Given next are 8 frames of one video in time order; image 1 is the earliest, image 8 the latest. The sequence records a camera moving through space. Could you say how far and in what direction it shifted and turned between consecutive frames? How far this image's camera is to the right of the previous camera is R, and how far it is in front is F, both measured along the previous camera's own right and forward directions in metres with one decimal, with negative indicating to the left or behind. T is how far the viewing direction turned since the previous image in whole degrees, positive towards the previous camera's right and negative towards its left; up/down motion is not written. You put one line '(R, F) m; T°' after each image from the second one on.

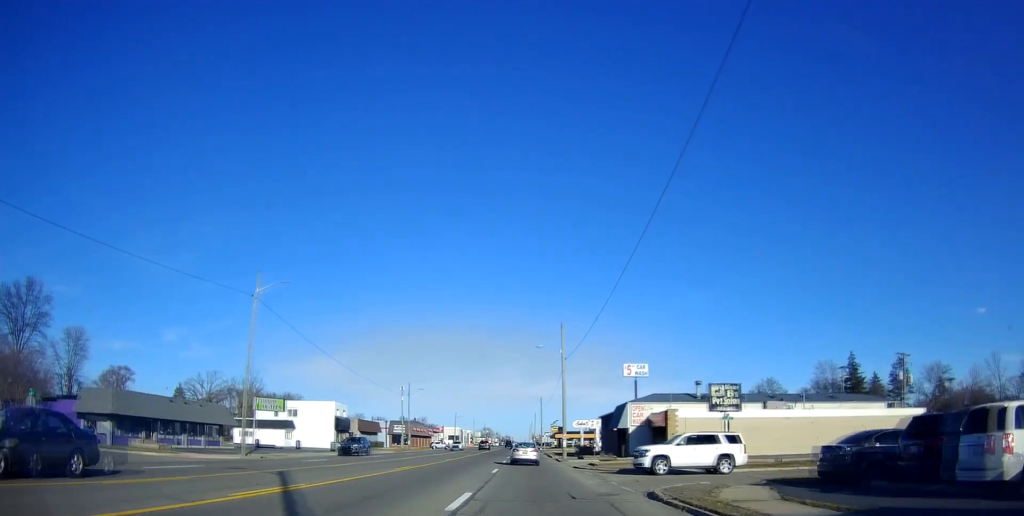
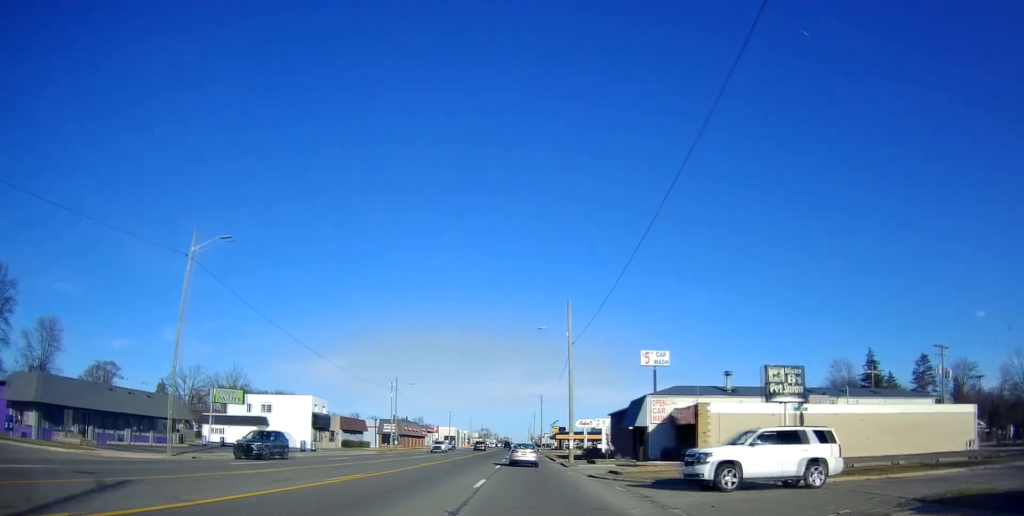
(+0.1, +8.8) m; 0°
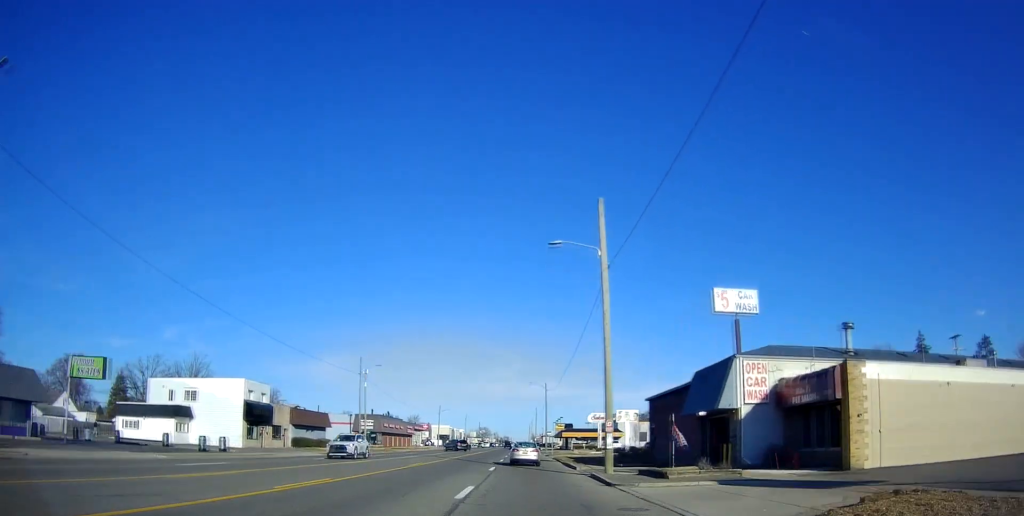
(-0.2, +19.4) m; -2°
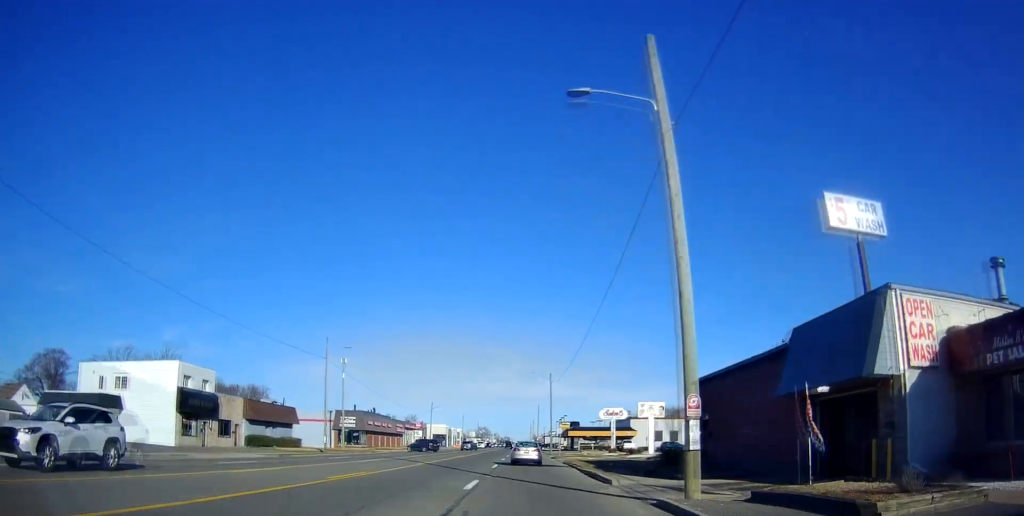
(-0.3, +12.2) m; -1°
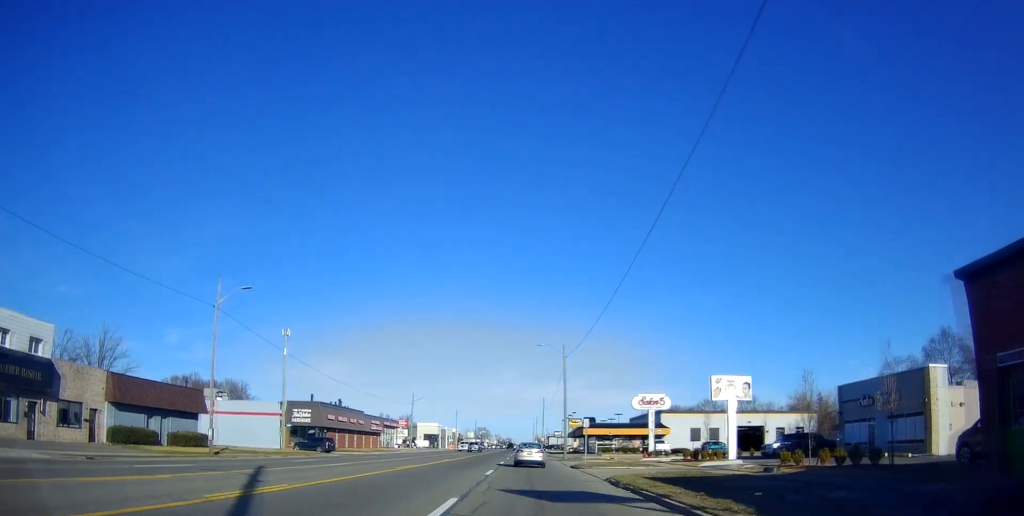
(+0.2, +21.3) m; +2°
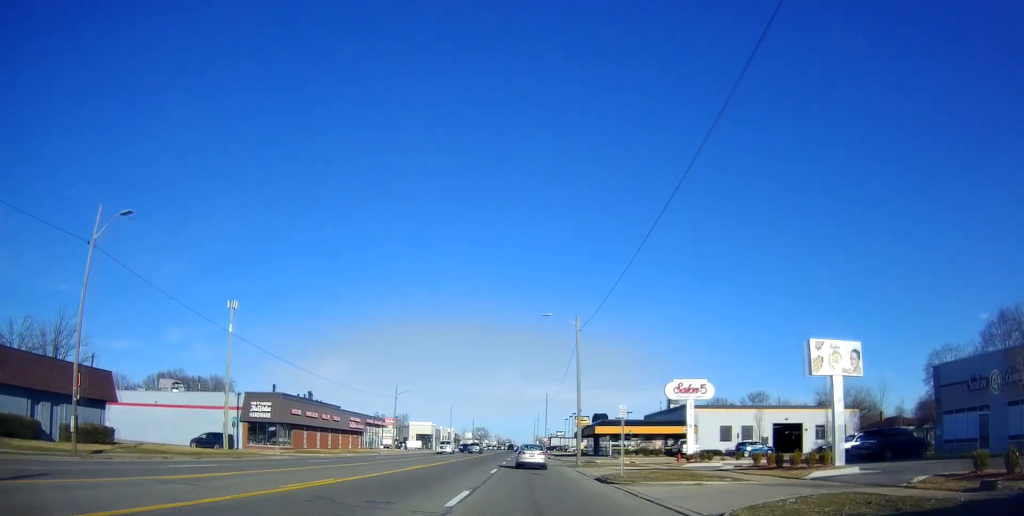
(+0.4, +12.7) m; 0°
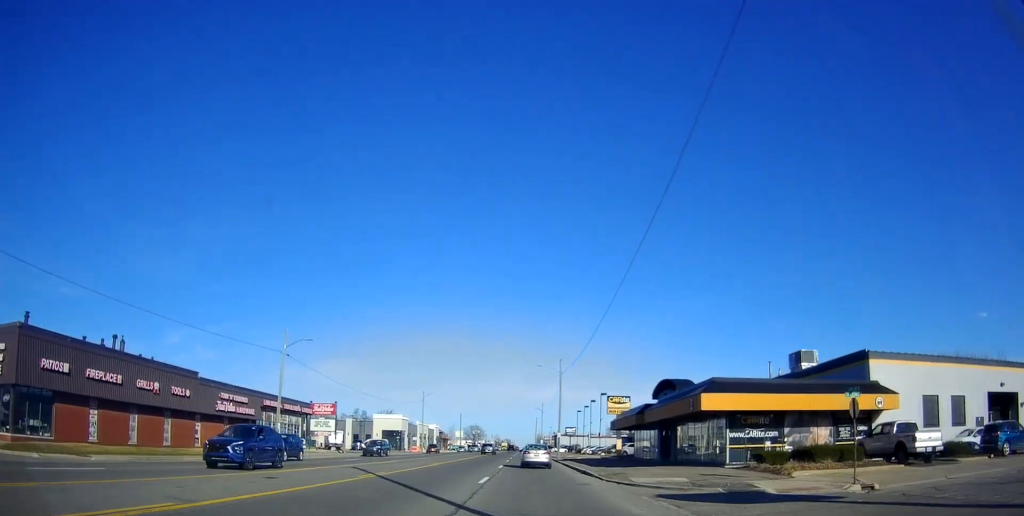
(-1.0, +39.8) m; 0°
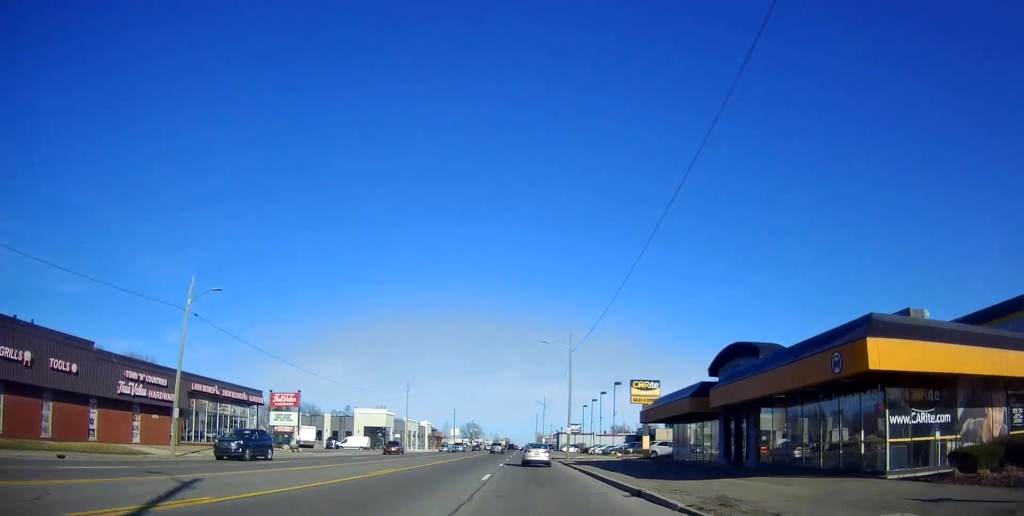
(+0.3, +13.8) m; +1°
